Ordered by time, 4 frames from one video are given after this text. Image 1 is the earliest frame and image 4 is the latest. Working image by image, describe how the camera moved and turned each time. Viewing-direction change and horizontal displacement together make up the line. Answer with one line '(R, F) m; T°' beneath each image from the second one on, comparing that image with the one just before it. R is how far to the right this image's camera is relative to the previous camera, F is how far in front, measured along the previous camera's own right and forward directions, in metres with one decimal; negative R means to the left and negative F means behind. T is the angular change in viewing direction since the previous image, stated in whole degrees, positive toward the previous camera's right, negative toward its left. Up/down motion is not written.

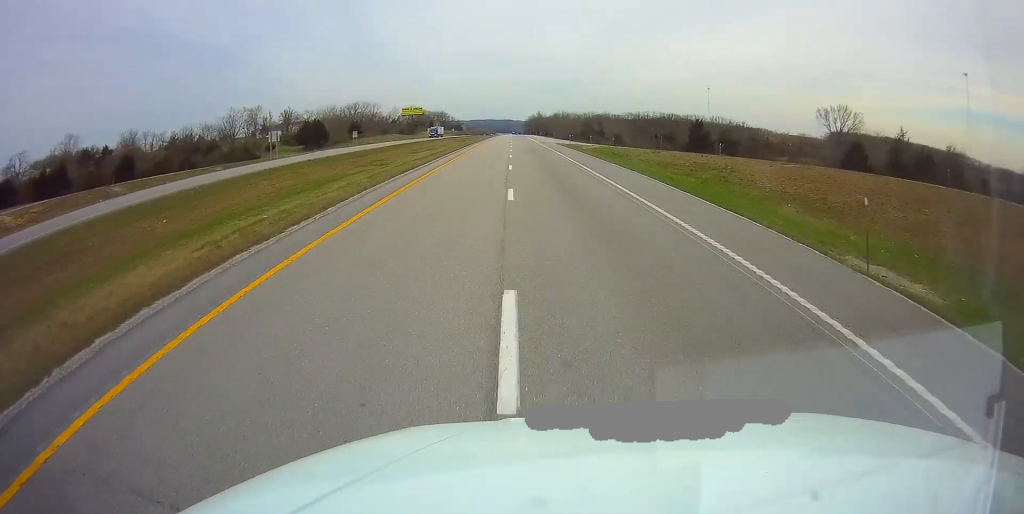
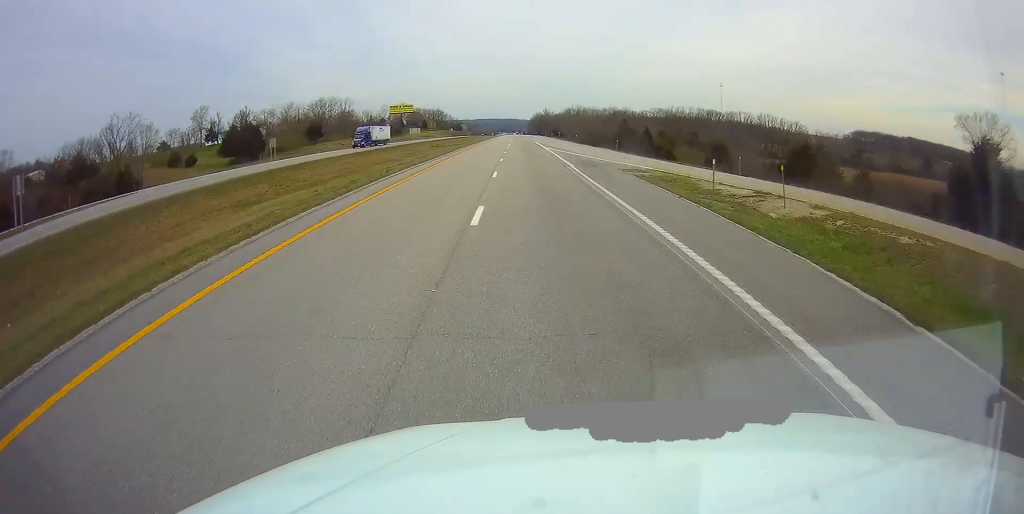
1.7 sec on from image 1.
(-0.1, +53.1) m; 0°
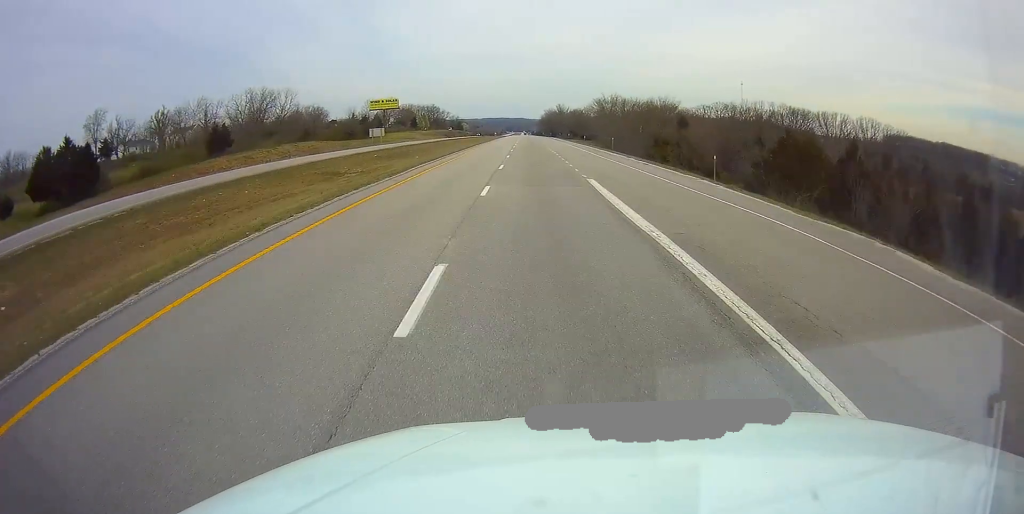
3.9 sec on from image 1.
(-0.4, +67.9) m; -1°
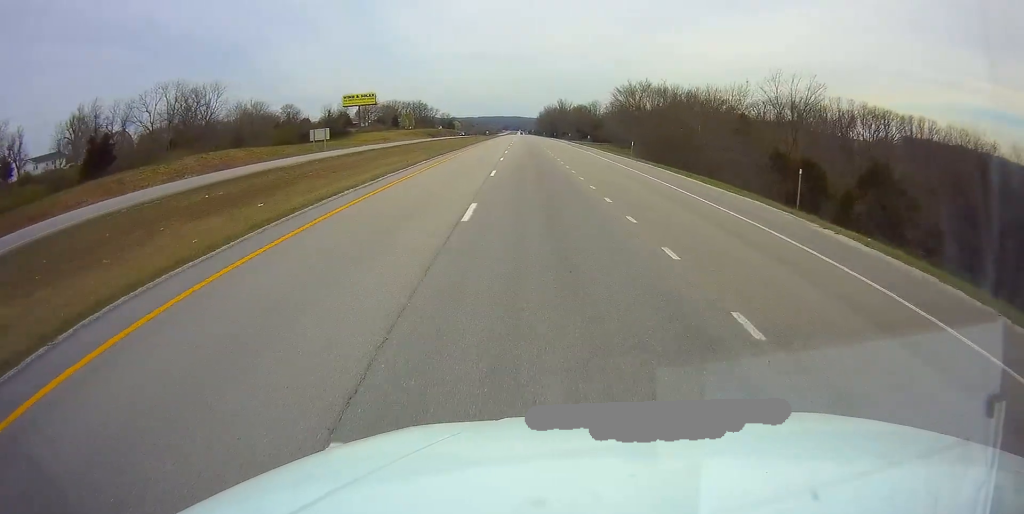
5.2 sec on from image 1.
(0.0, +42.0) m; 0°
